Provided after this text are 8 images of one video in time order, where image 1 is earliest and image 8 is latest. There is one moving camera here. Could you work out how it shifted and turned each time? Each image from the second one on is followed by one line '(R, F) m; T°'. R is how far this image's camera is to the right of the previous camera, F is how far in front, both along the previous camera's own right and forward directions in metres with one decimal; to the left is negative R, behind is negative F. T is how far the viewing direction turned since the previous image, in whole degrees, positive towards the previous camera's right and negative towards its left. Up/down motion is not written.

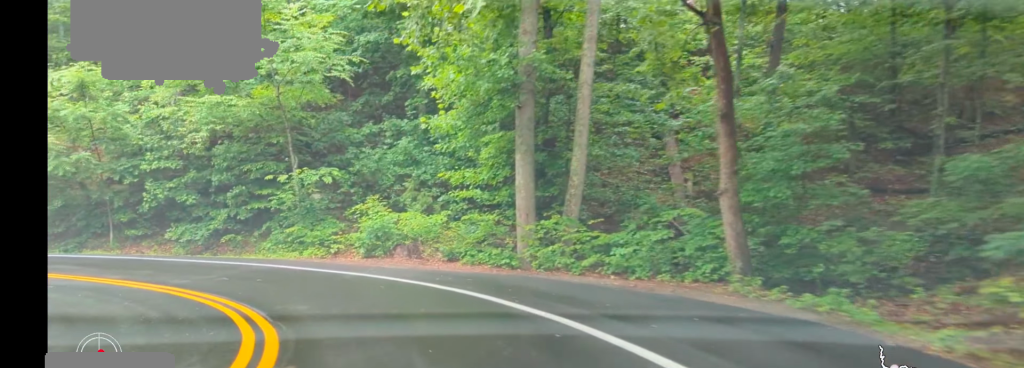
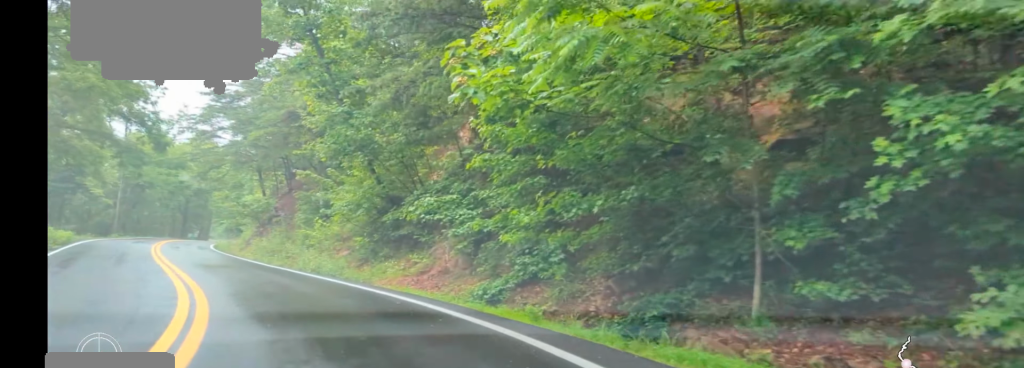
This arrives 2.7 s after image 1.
(-9.7, +19.0) m; -52°
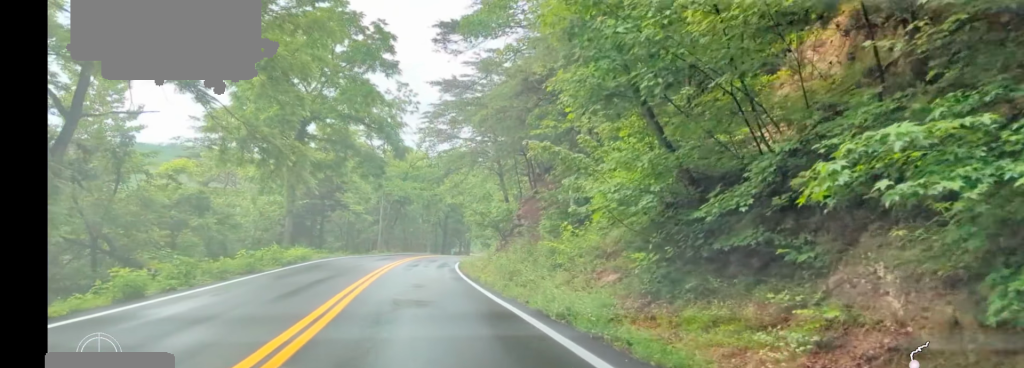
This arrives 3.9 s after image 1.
(-1.8, +10.0) m; -18°
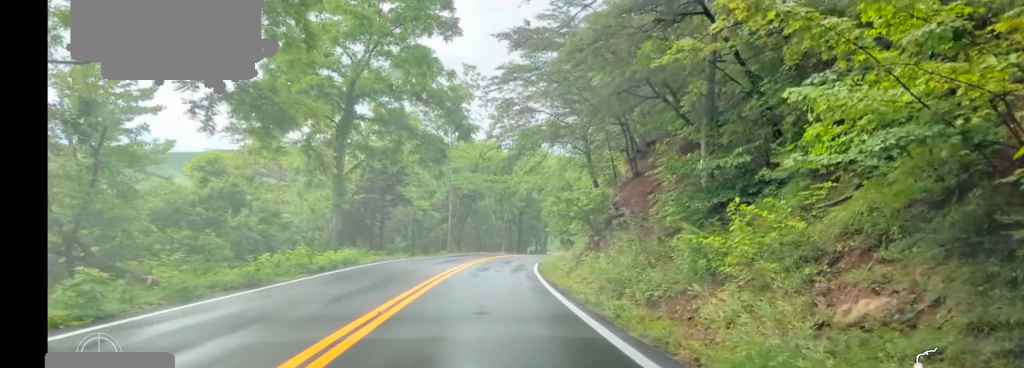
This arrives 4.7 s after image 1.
(-0.6, +7.9) m; -6°
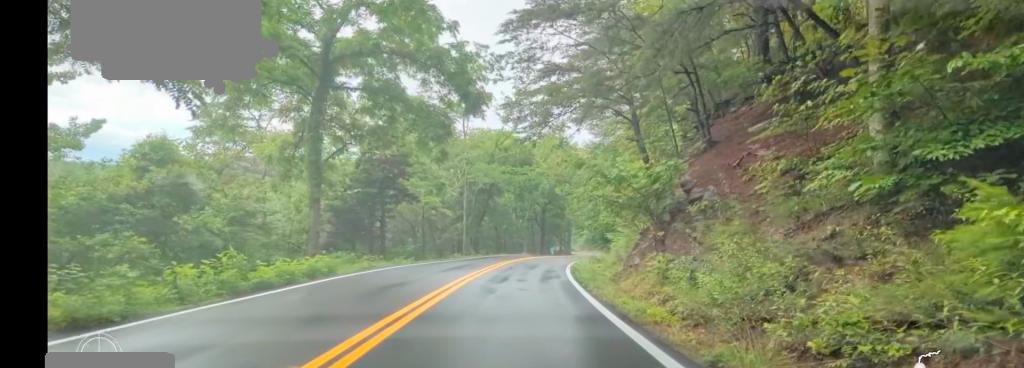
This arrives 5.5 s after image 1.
(-0.3, +7.8) m; -2°
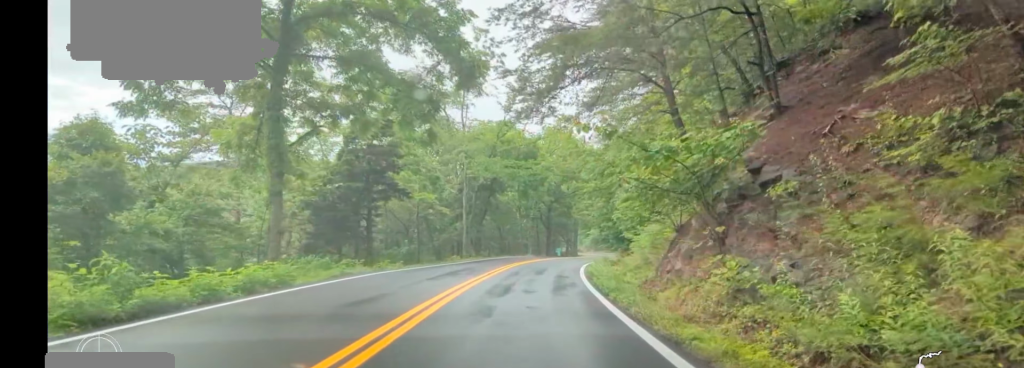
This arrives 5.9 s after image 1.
(-0.2, +4.4) m; 0°
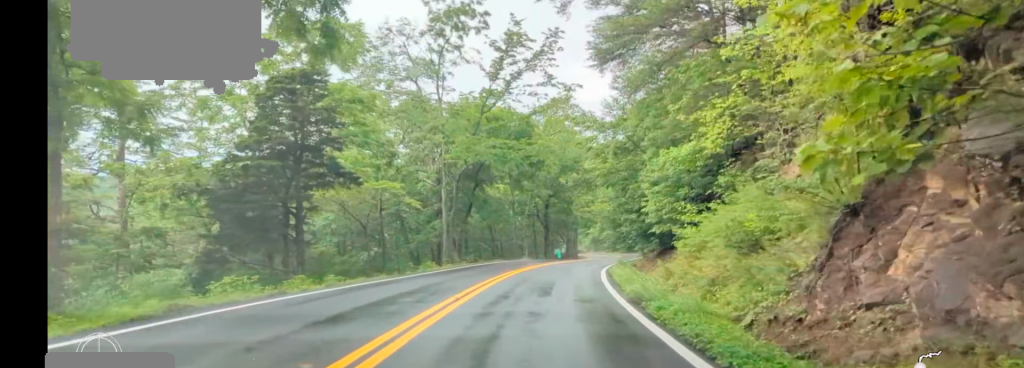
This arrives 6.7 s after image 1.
(+0.3, +9.7) m; 0°
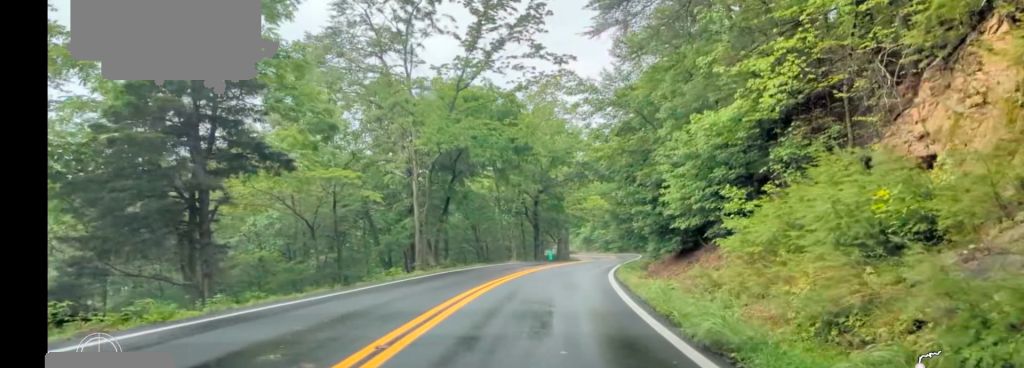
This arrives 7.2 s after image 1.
(+0.1, +5.9) m; +1°
